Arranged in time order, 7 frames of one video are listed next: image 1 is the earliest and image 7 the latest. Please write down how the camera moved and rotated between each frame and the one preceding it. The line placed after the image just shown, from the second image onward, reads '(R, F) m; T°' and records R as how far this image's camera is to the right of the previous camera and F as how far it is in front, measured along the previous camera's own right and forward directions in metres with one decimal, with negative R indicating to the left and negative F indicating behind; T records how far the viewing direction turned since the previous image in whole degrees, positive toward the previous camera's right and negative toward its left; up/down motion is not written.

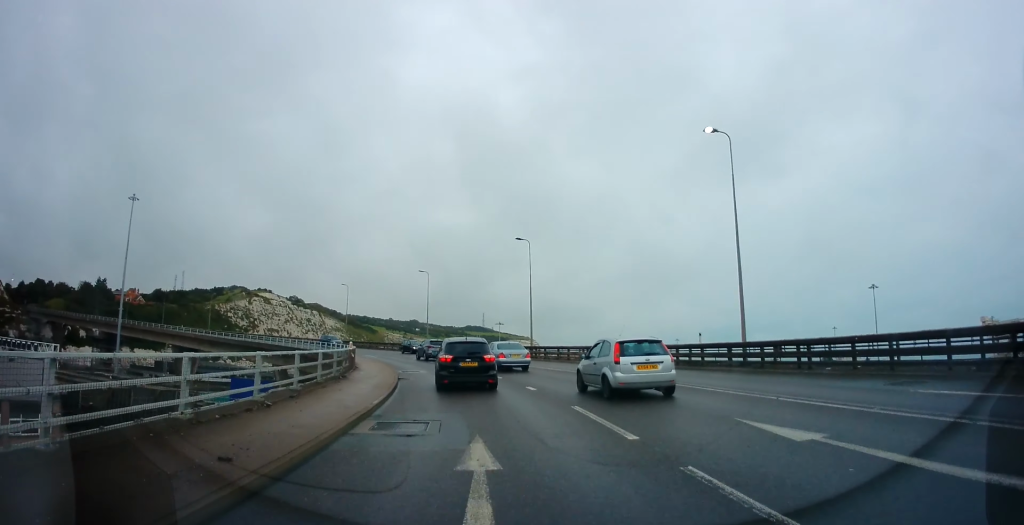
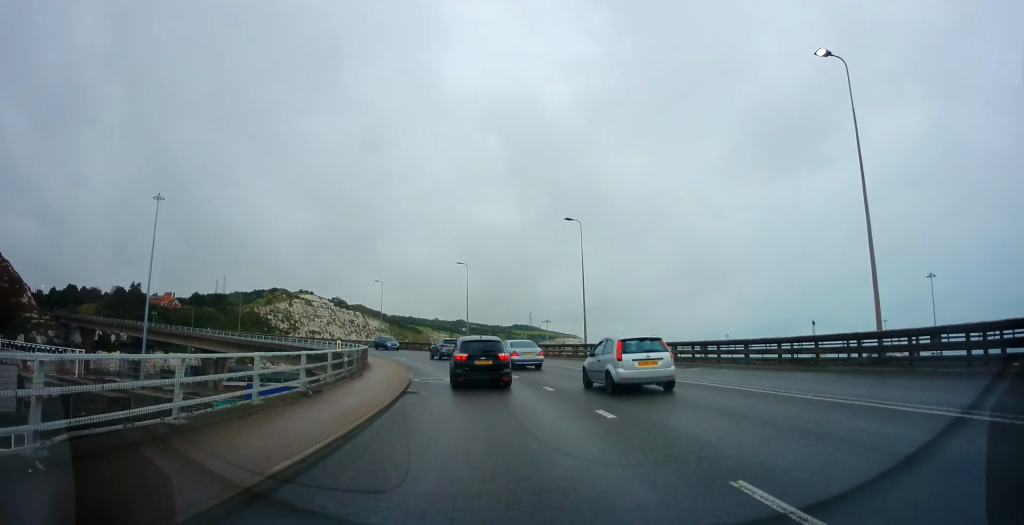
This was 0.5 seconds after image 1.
(-0.4, +6.8) m; -4°
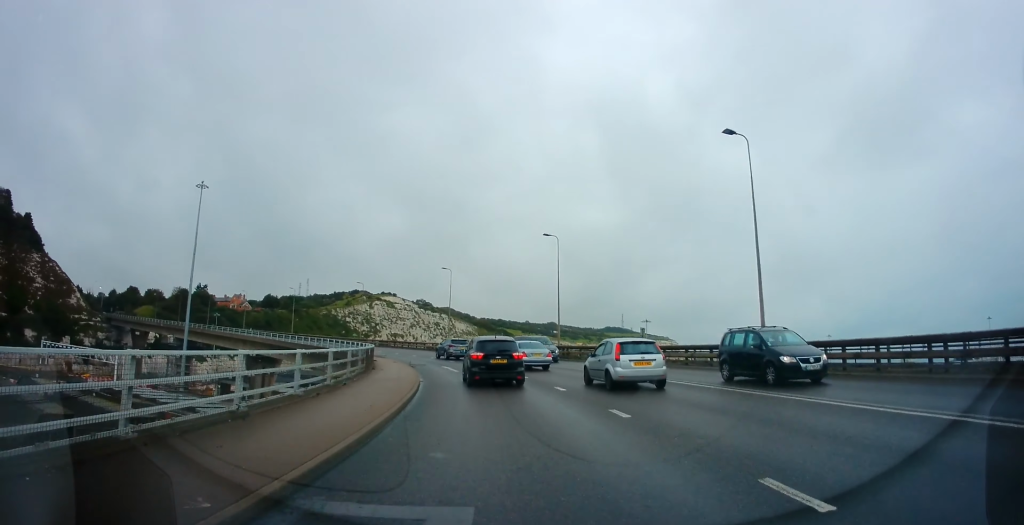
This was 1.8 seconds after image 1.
(-1.6, +17.7) m; -11°
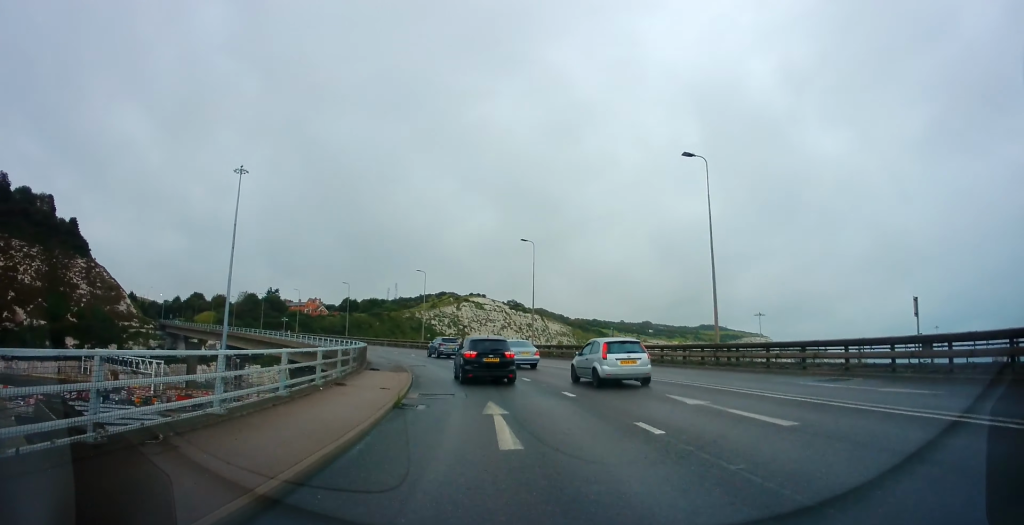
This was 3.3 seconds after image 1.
(-2.0, +20.4) m; -9°
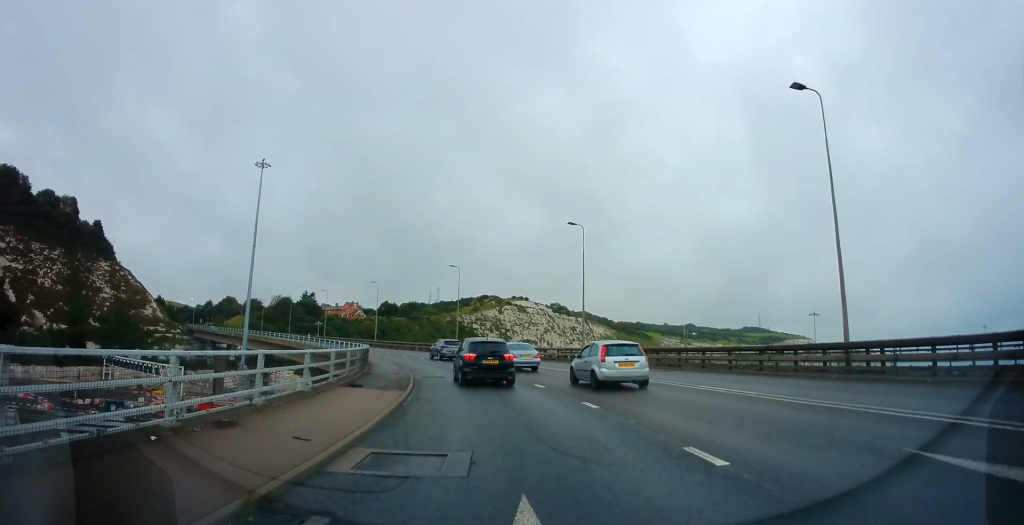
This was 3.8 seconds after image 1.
(+0.1, +8.1) m; -3°
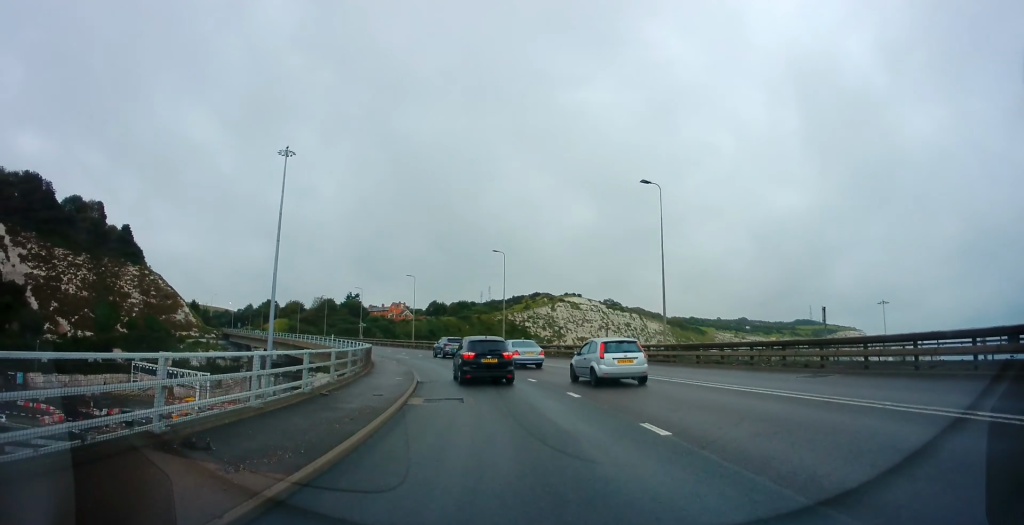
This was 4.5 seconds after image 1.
(-0.6, +10.2) m; -5°
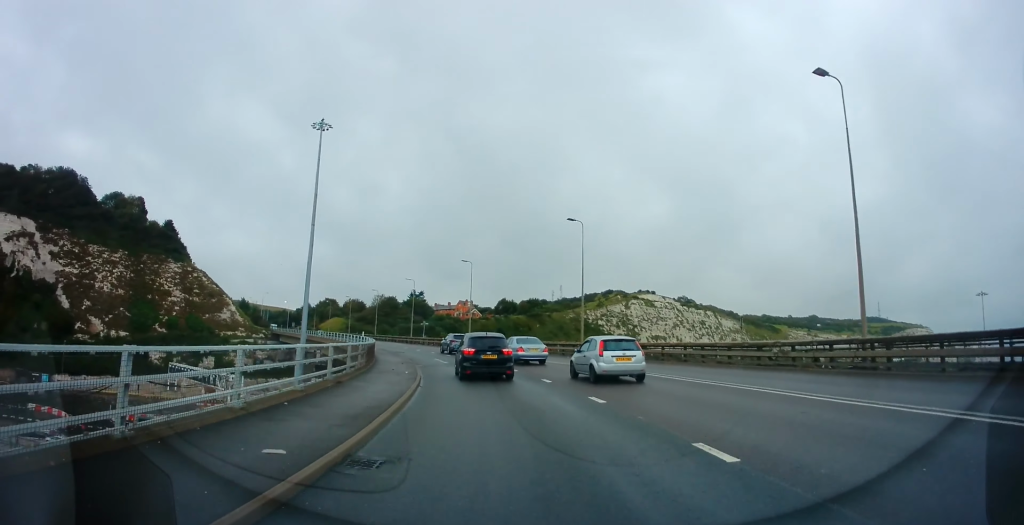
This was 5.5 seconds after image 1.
(-1.0, +14.1) m; -7°
